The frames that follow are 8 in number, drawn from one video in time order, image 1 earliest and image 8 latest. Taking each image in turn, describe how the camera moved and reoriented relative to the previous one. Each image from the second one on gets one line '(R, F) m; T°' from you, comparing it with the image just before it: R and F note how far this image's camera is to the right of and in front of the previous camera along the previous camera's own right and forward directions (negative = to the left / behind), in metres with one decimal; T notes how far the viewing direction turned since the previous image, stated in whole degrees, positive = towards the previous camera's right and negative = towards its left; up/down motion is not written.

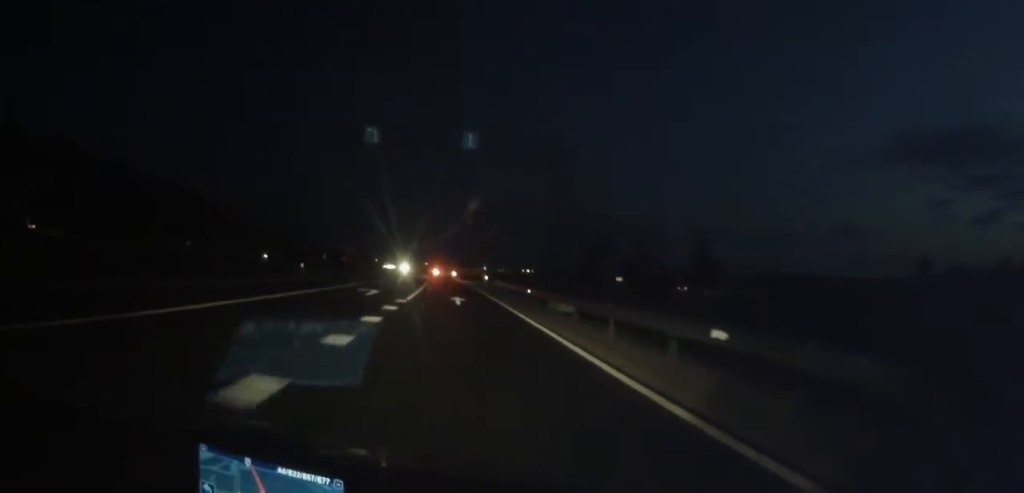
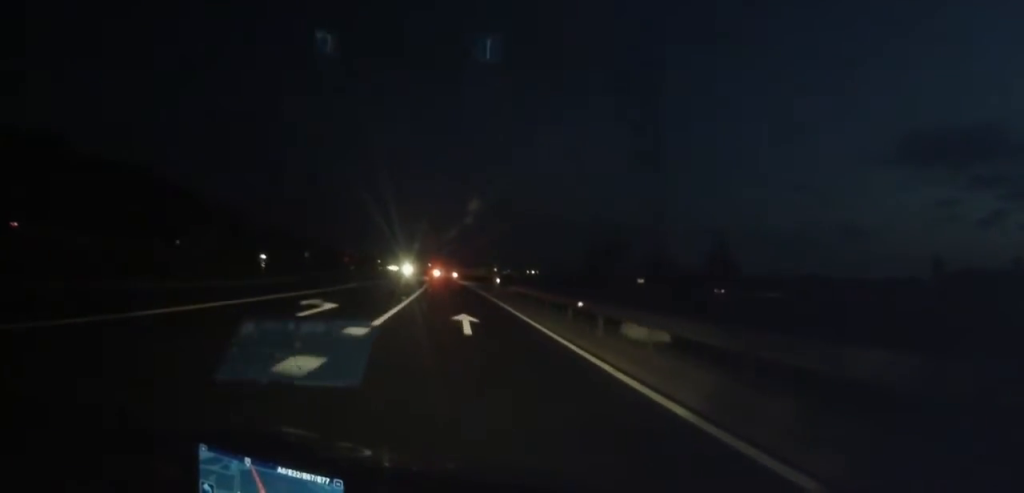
(-0.1, +10.5) m; 0°
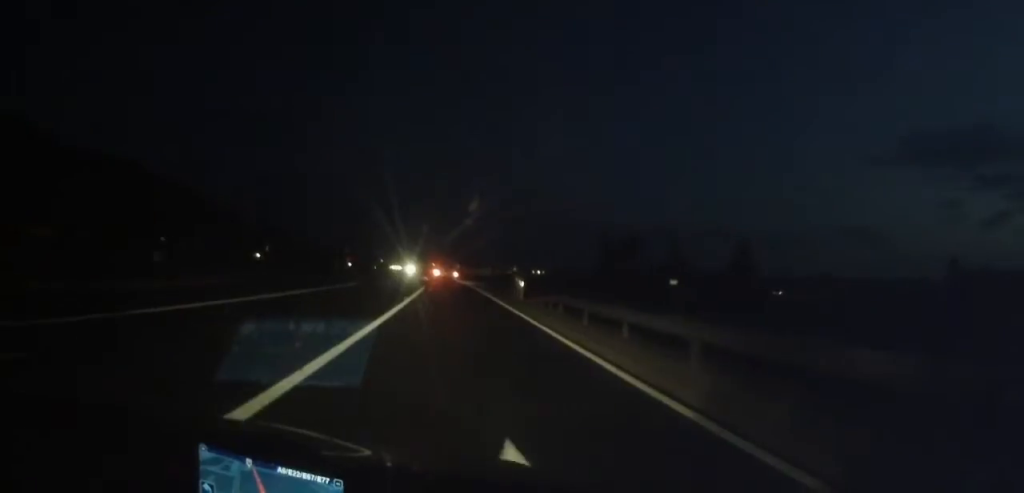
(+0.1, +13.7) m; 0°
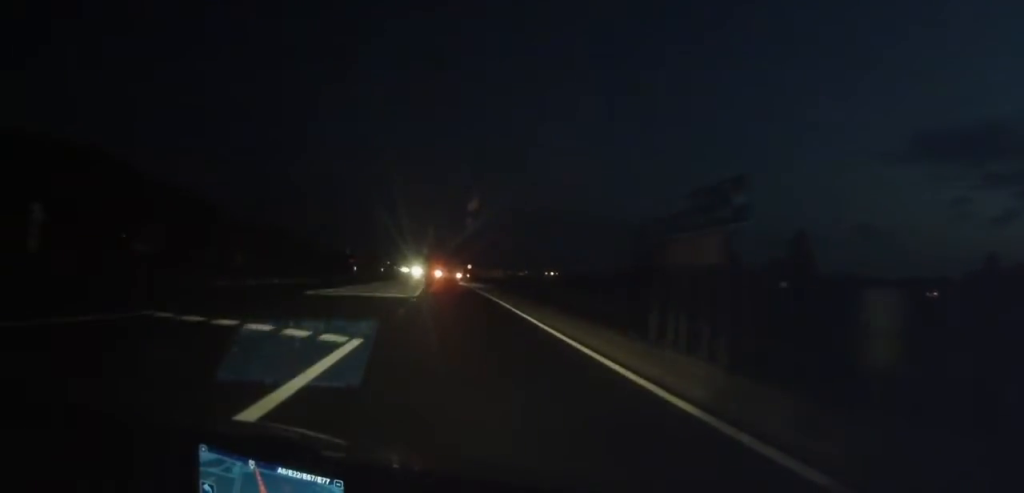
(-0.2, +28.2) m; -2°
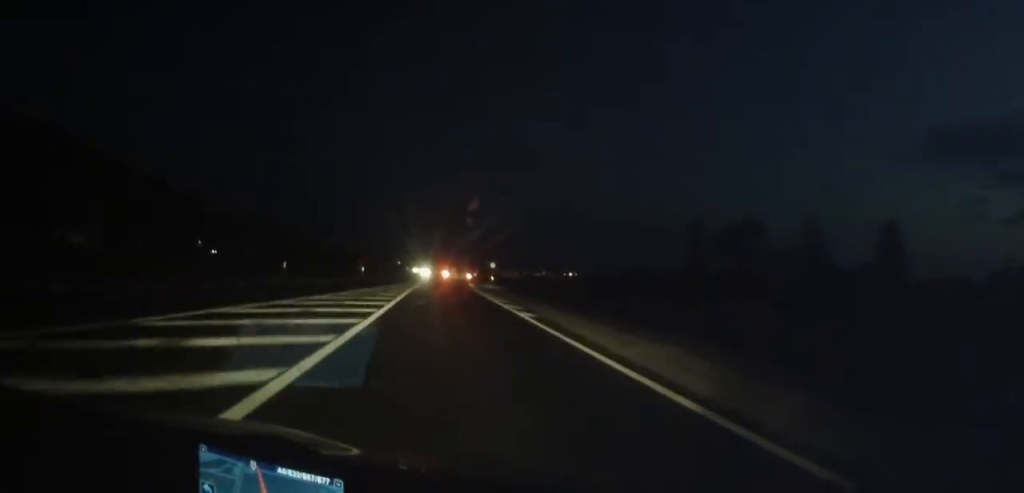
(-0.7, +34.2) m; -2°
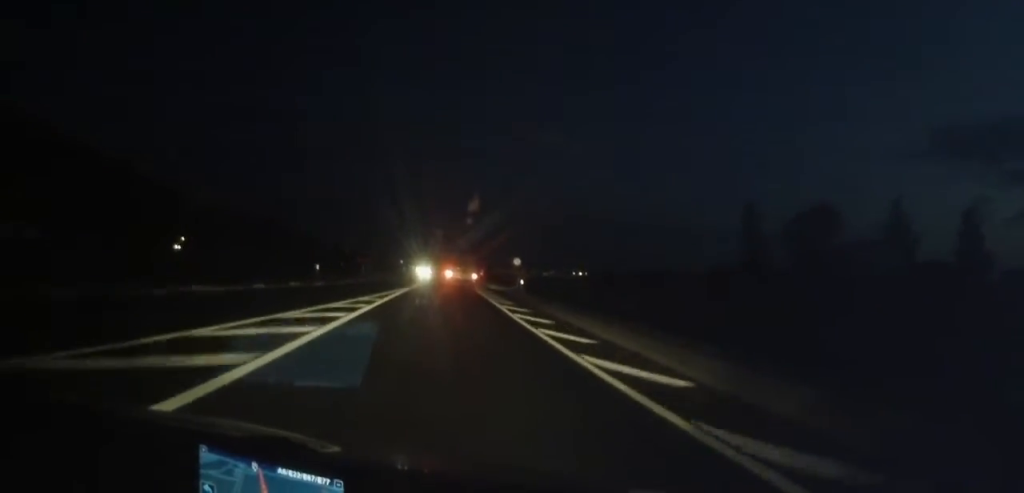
(0.0, +25.8) m; 0°
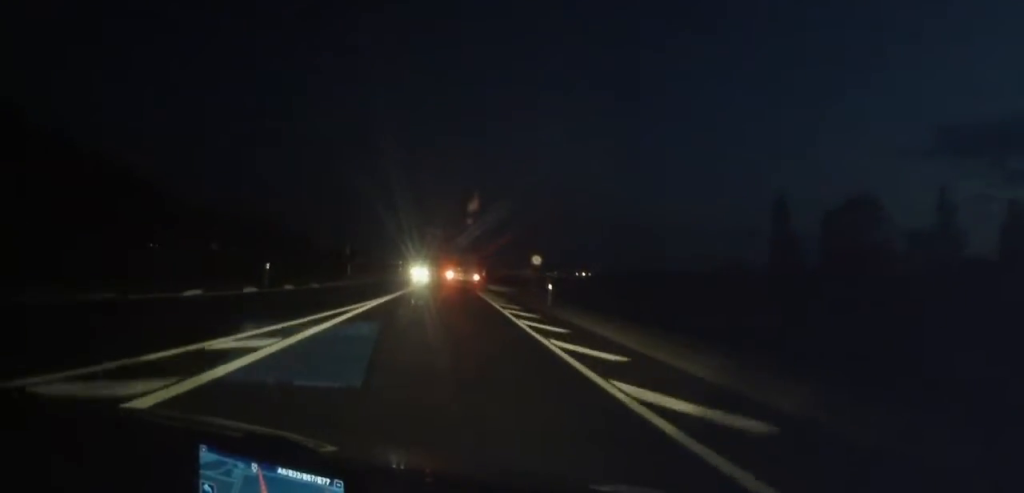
(0.0, +12.3) m; 0°
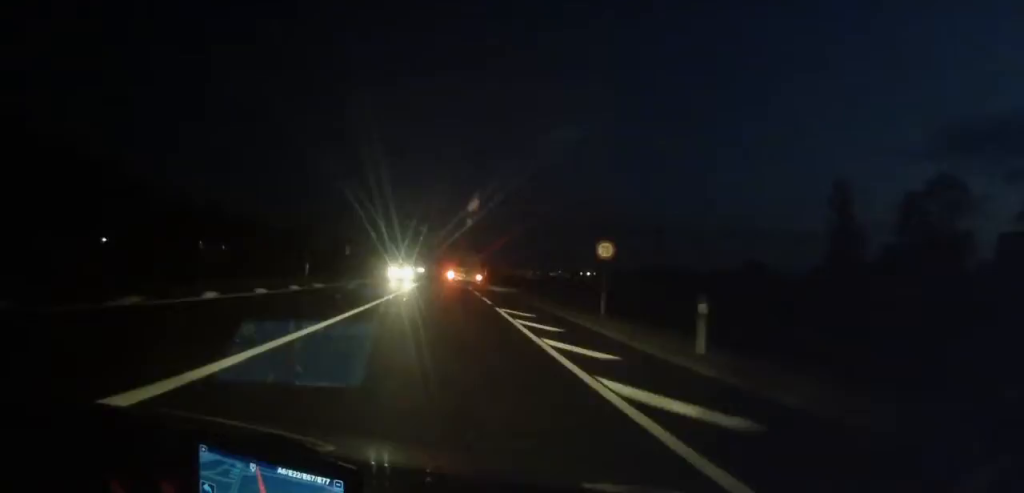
(-0.1, +19.7) m; -1°
